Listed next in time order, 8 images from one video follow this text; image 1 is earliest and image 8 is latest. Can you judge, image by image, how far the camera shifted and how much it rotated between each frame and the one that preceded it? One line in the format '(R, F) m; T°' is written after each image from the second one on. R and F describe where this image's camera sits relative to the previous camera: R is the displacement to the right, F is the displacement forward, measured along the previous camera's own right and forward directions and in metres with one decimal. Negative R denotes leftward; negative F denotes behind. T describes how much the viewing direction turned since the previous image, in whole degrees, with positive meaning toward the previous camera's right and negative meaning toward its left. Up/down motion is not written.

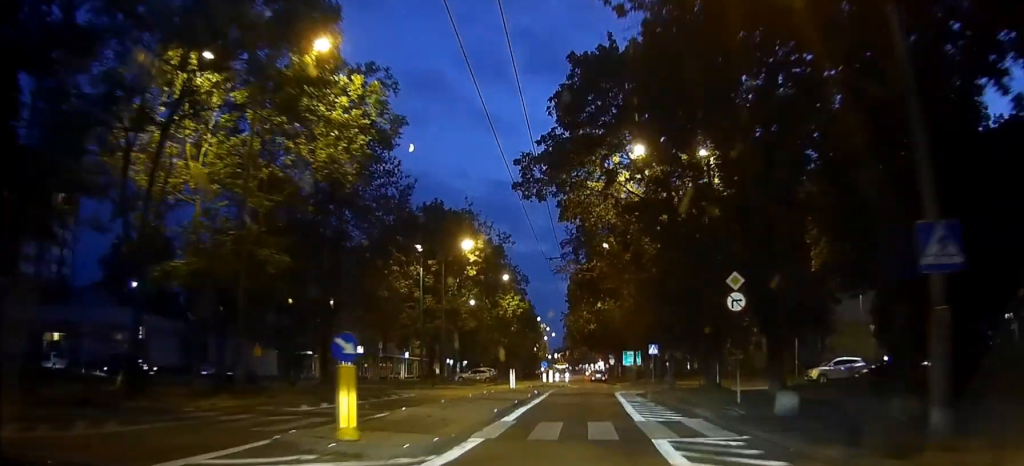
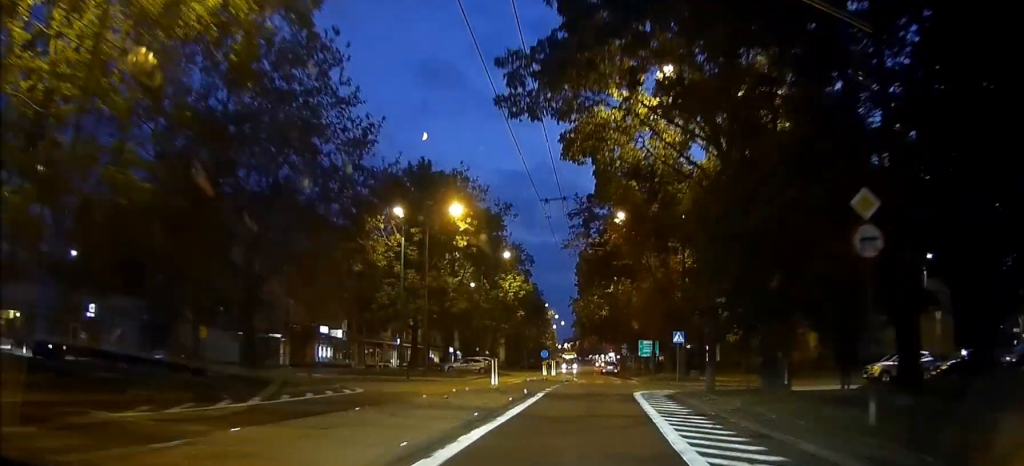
(-0.4, +9.7) m; -1°
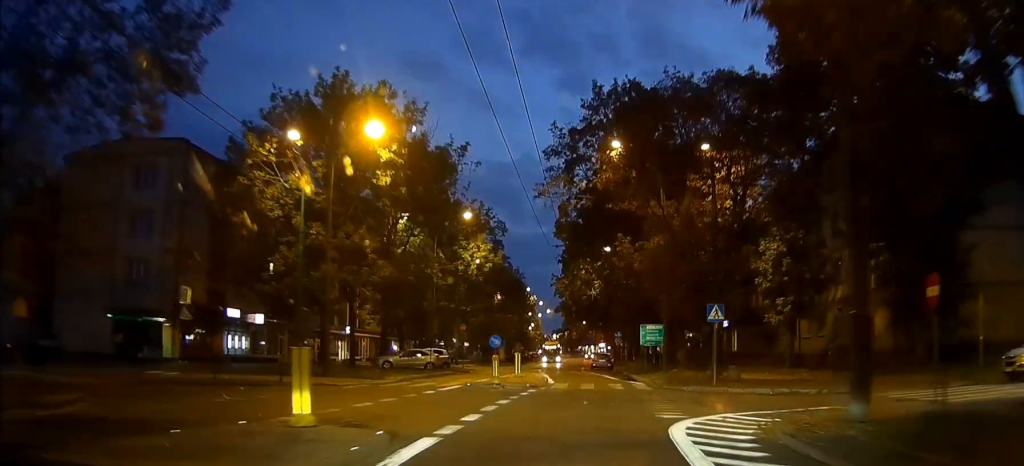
(-0.2, +16.2) m; +2°
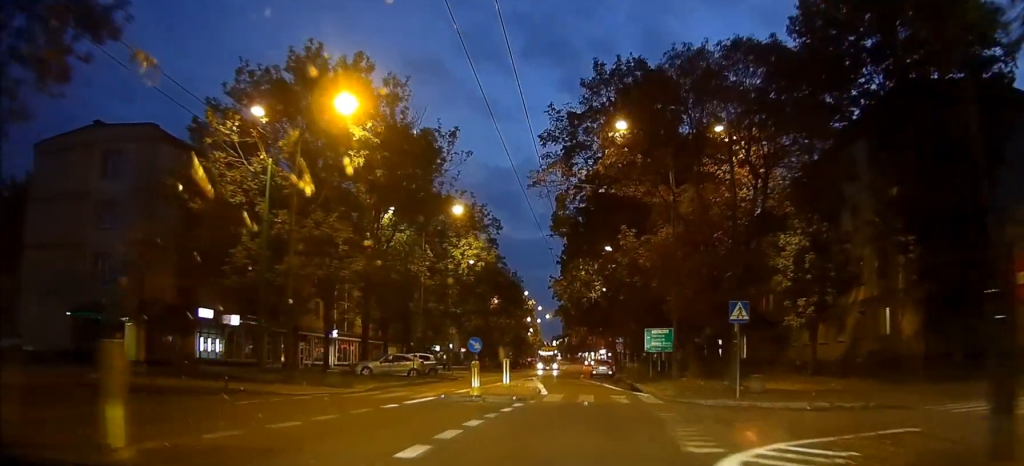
(+0.3, +4.1) m; -1°
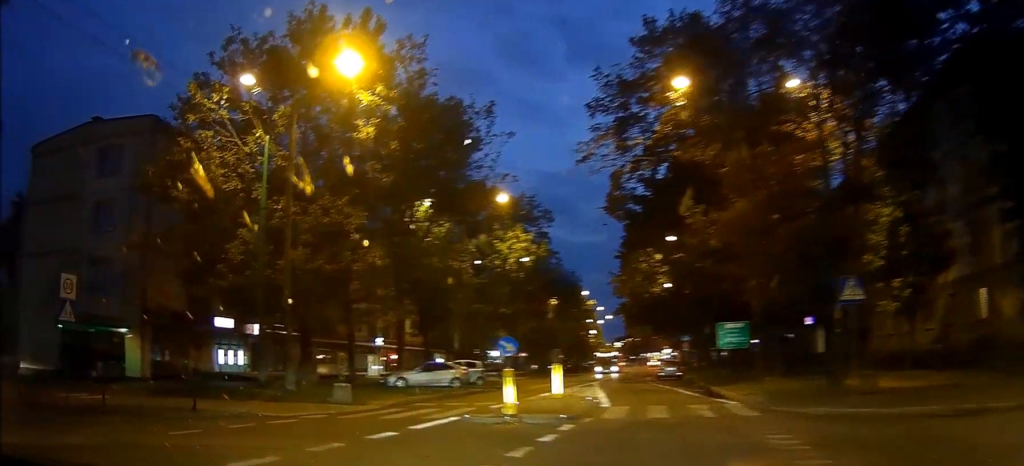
(+0.3, +5.4) m; -5°
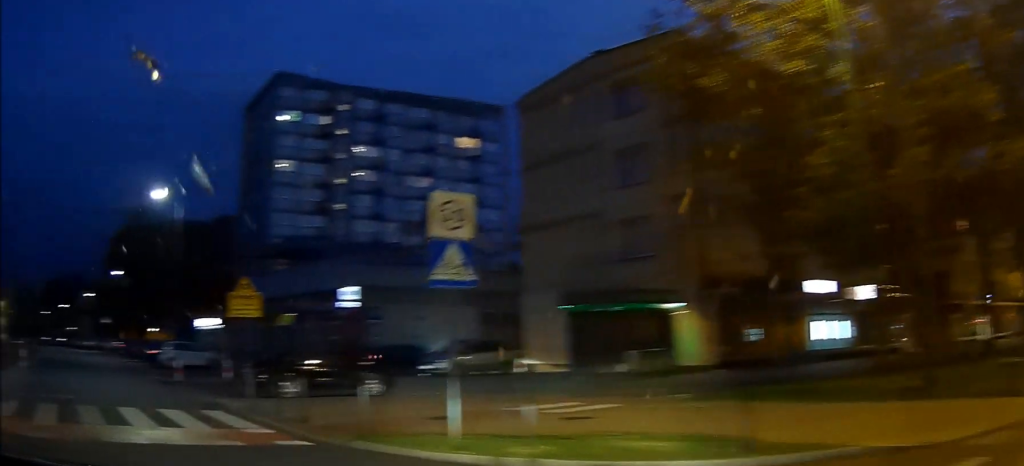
(-2.5, +9.9) m; -39°
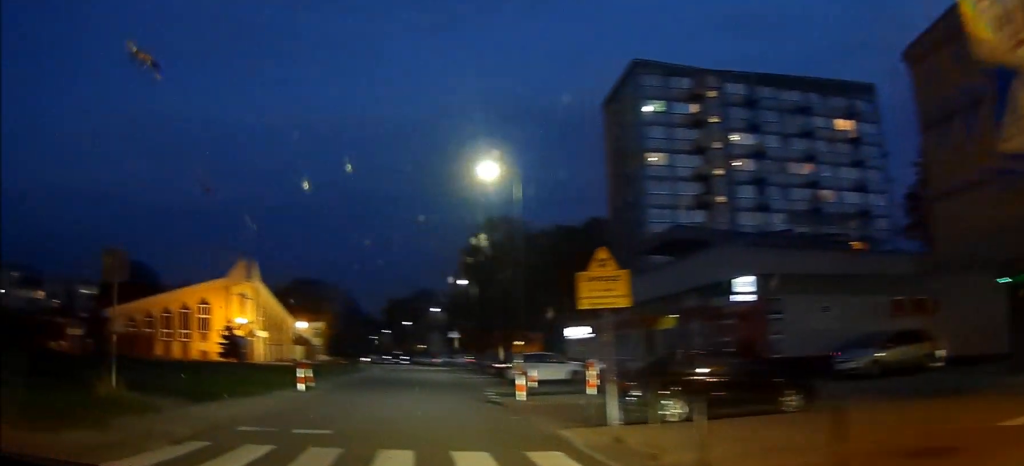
(-1.7, +5.0) m; -23°
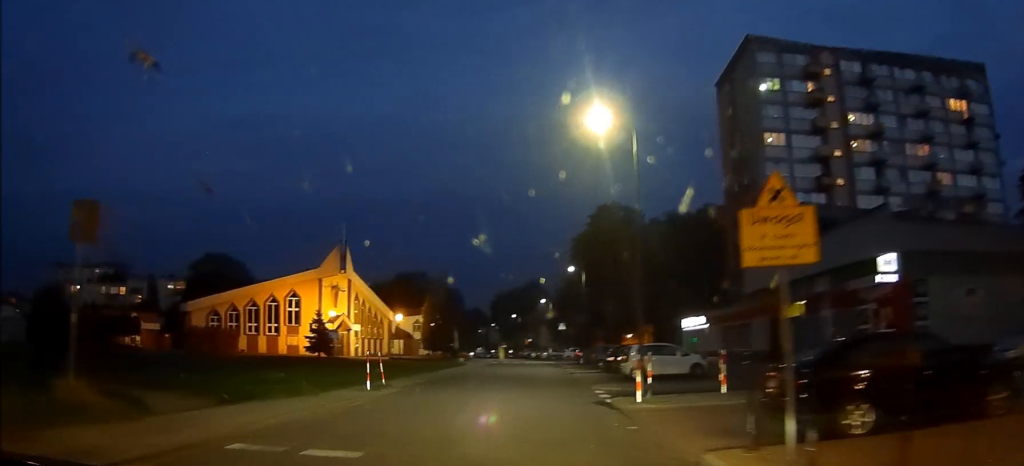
(-0.7, +4.0) m; -12°
